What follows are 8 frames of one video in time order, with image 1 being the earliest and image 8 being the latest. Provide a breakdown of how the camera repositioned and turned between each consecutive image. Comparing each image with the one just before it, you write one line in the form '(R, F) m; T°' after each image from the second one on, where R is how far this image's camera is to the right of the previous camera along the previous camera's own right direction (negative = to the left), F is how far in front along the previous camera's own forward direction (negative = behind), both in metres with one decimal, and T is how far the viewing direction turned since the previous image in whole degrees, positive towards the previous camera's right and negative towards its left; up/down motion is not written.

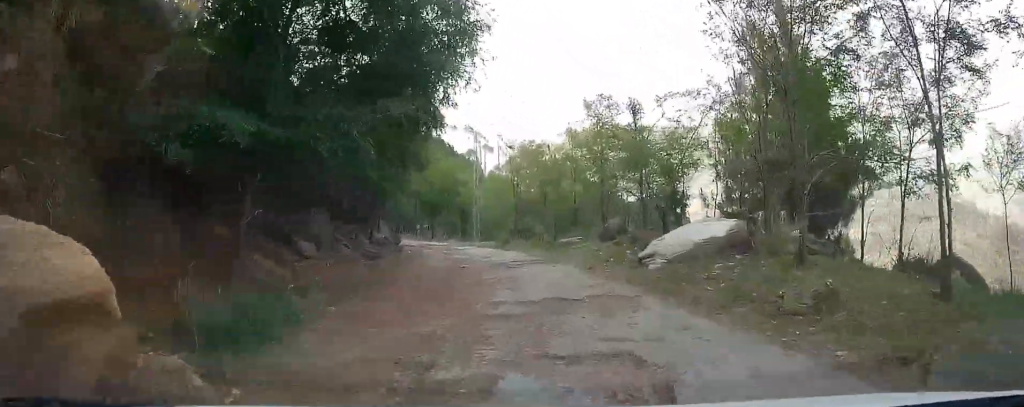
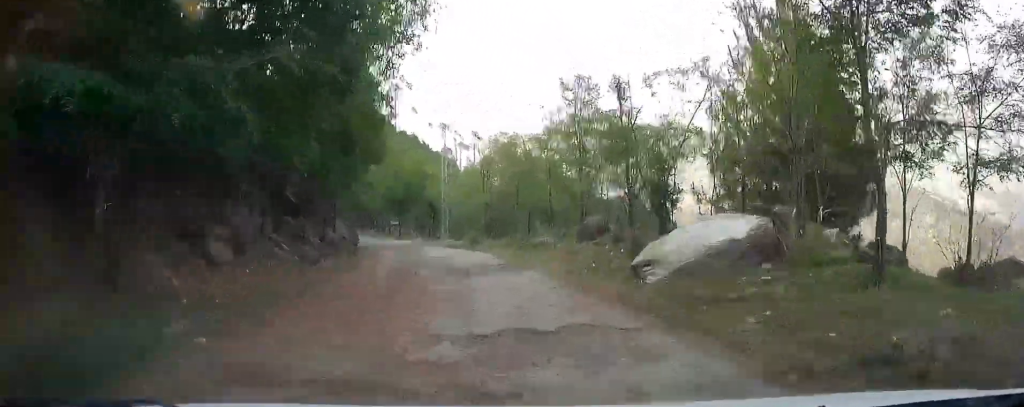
(0.0, +3.1) m; -1°
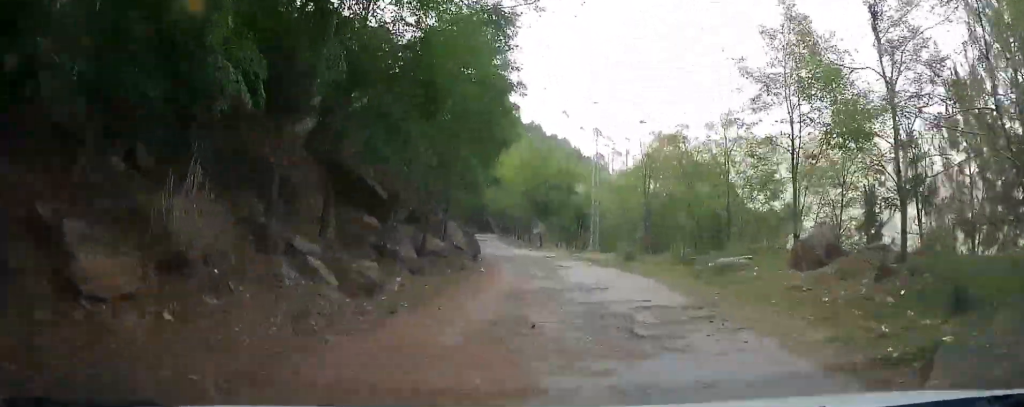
(-0.1, +7.4) m; -9°
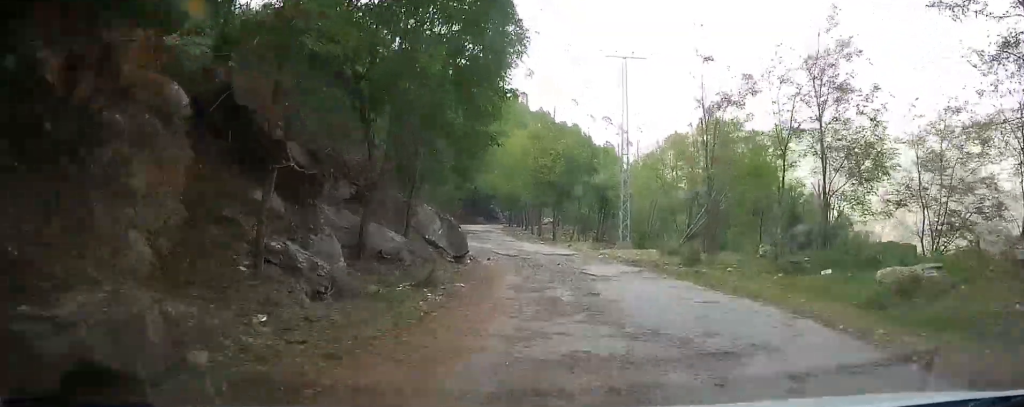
(-0.9, +7.5) m; -2°
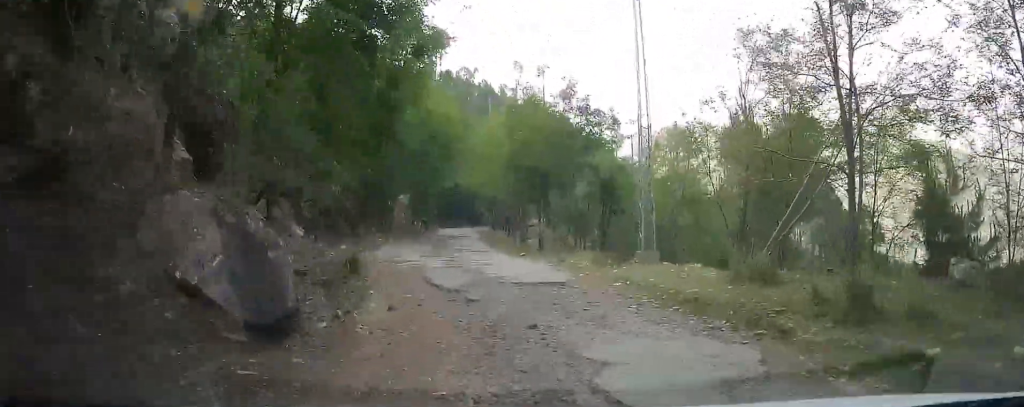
(+0.6, +8.8) m; +2°
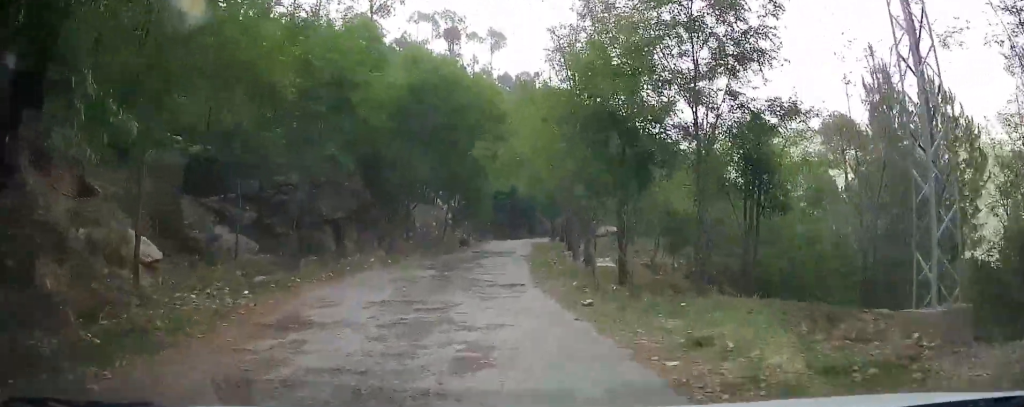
(+0.2, +12.5) m; -2°
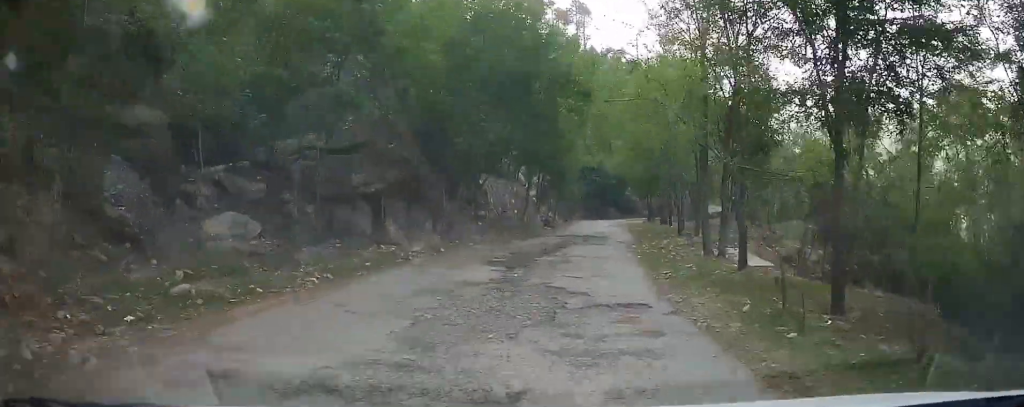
(-0.9, +6.9) m; -9°
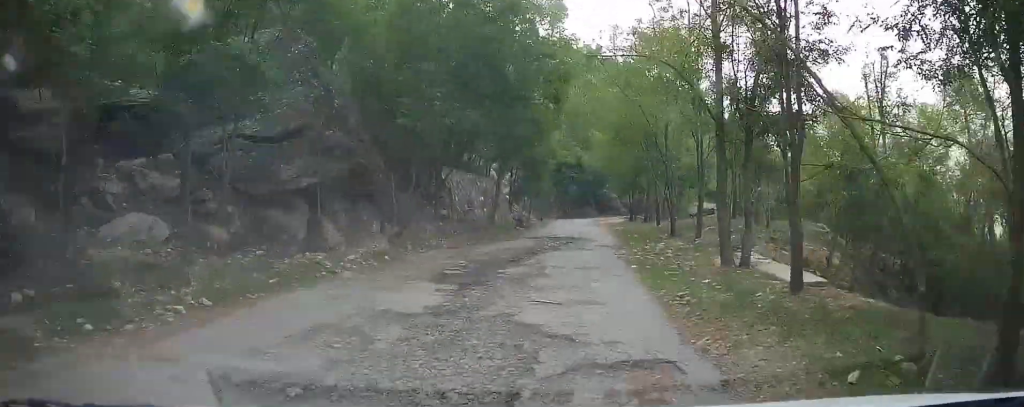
(-0.2, +3.2) m; 0°
